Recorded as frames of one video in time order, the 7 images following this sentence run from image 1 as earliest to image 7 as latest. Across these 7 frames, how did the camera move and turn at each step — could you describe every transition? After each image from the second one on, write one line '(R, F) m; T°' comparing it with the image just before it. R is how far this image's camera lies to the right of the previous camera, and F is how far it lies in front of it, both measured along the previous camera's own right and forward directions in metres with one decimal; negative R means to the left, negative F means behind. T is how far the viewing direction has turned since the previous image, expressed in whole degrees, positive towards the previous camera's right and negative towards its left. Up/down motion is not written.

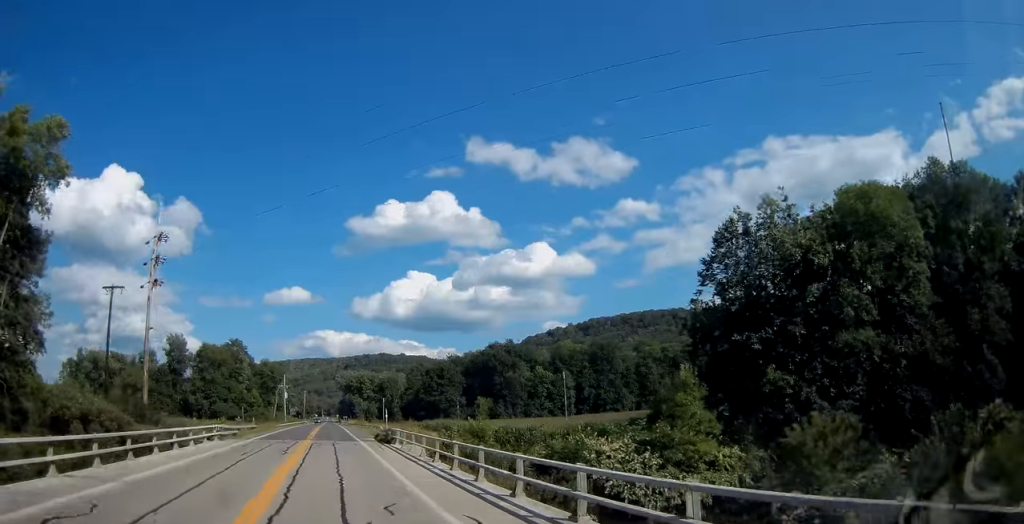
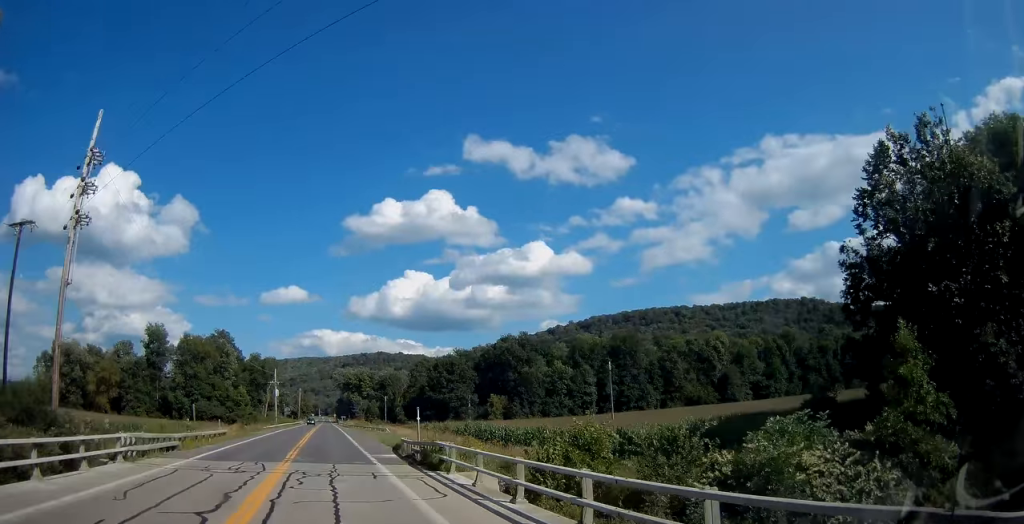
(-0.1, +15.8) m; 0°
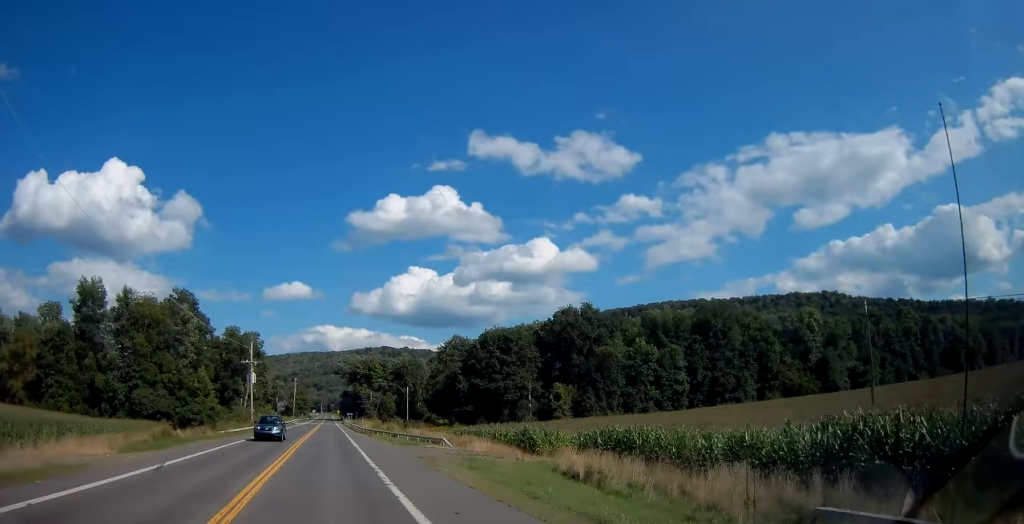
(0.0, +39.9) m; +1°
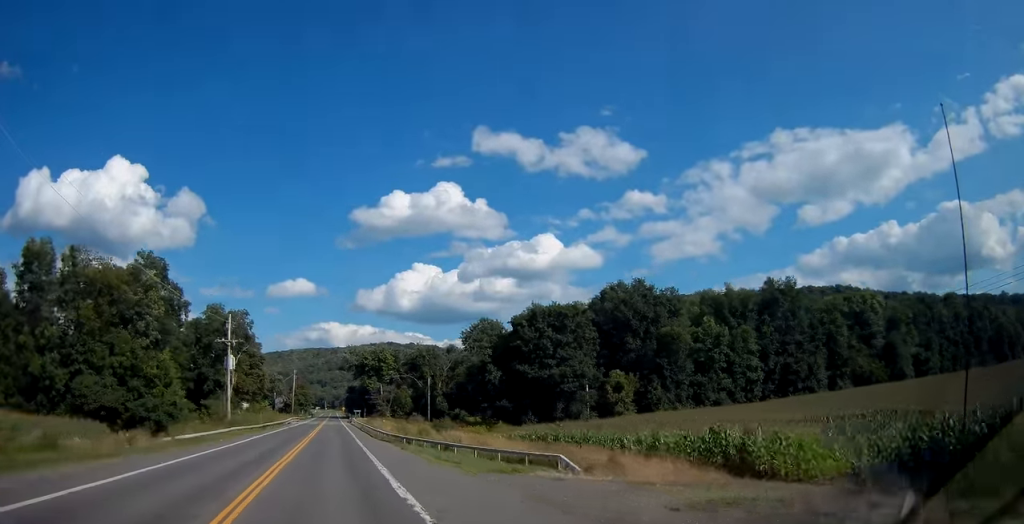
(+0.1, +20.8) m; 0°
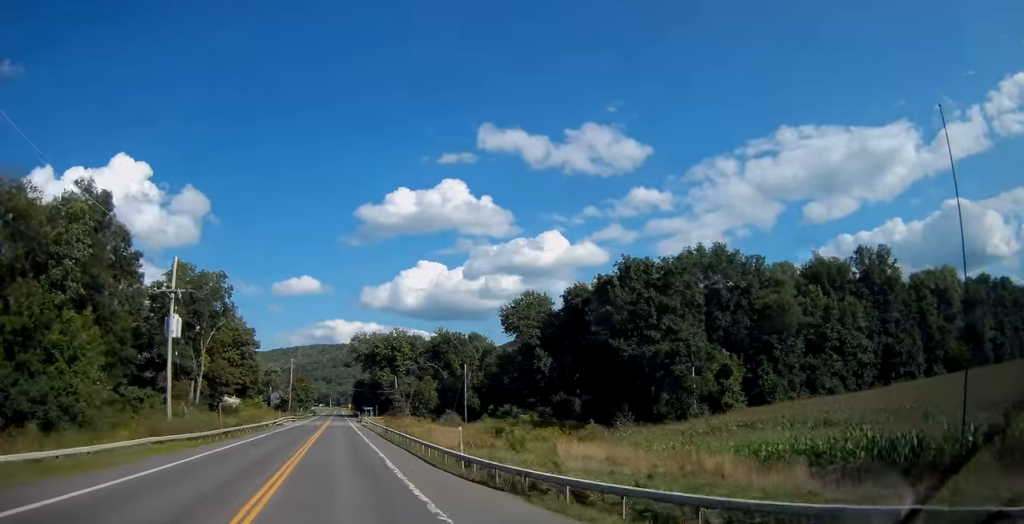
(-0.1, +23.4) m; -1°
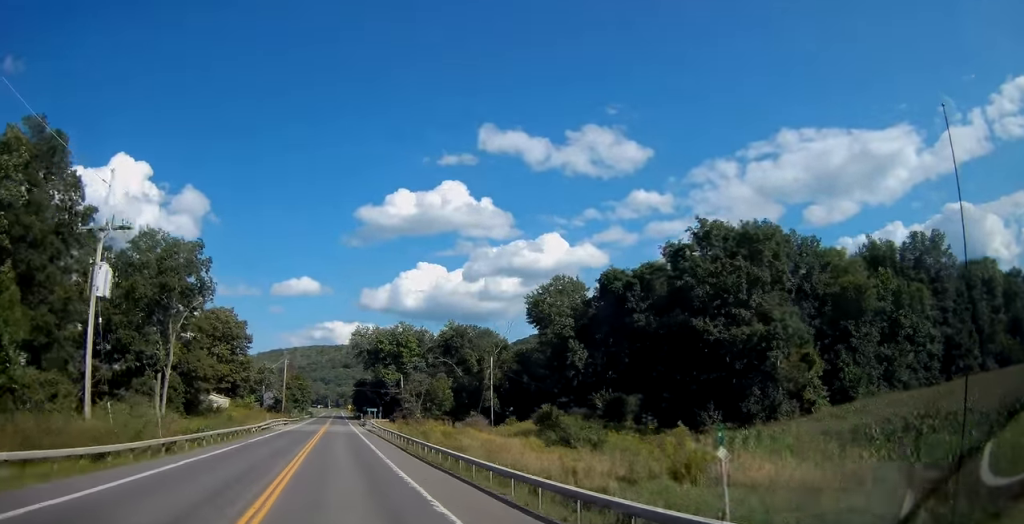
(-0.1, +12.5) m; -1°
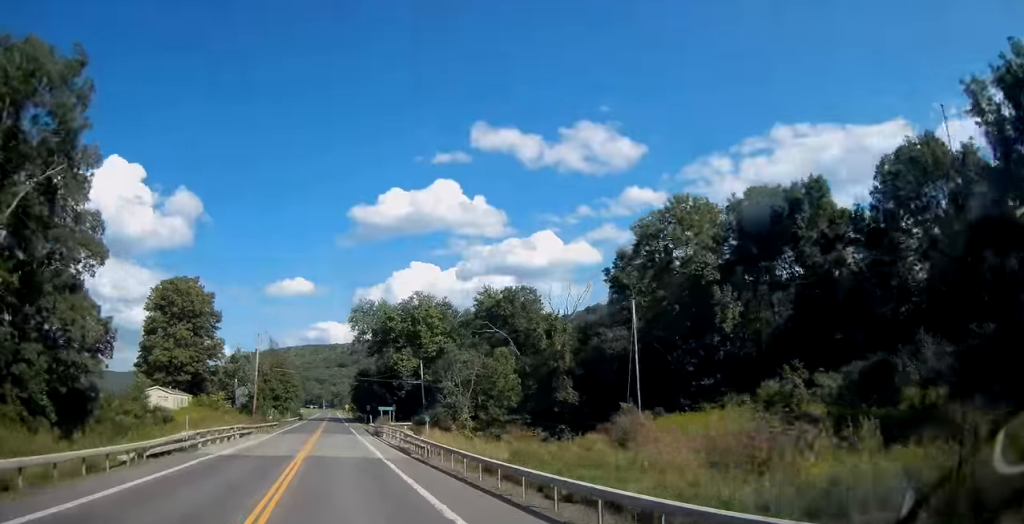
(-0.4, +31.1) m; 0°
